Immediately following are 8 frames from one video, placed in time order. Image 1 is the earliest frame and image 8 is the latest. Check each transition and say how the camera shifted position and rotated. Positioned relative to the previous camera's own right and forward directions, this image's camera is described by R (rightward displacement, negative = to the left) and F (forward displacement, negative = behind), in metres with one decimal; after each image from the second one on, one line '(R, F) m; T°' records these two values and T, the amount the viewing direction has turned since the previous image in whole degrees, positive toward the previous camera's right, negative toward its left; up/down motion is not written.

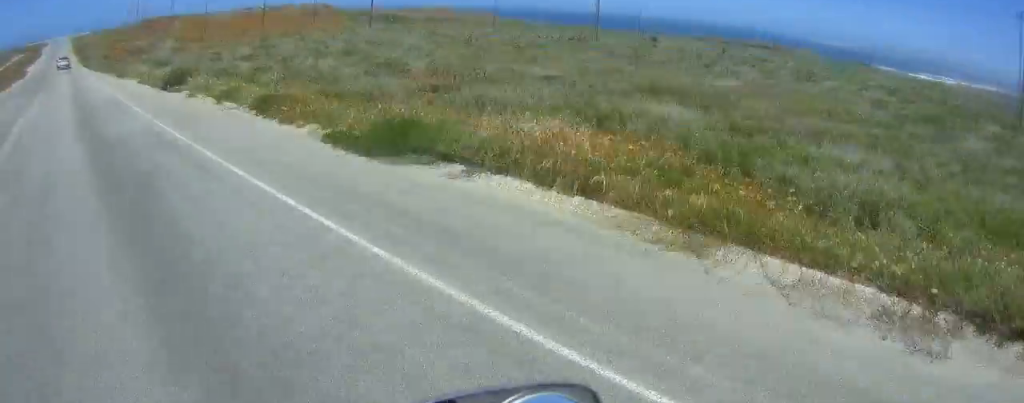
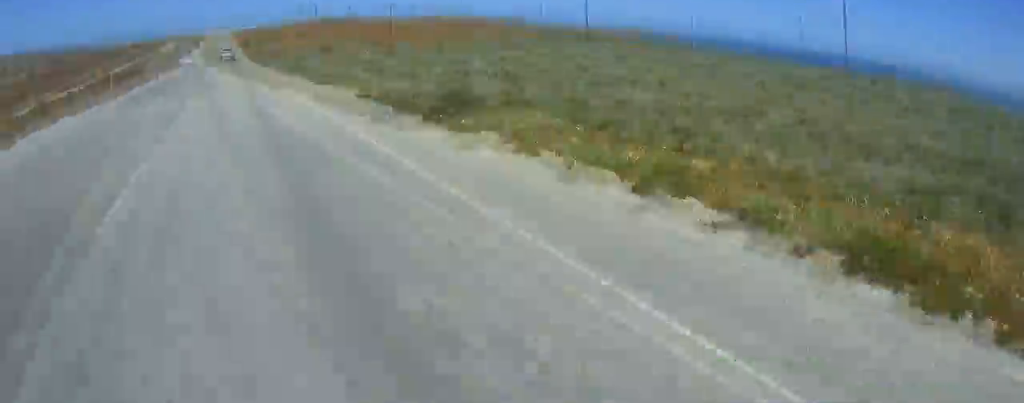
(+0.2, +10.1) m; 0°
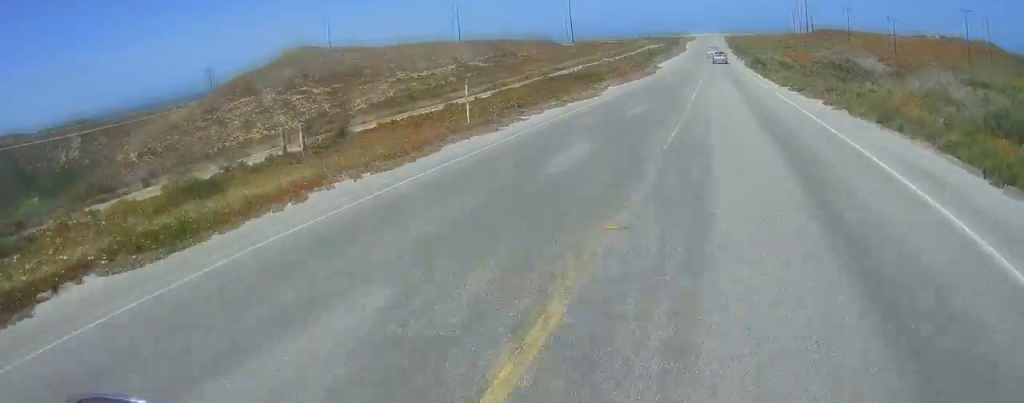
(-0.1, +23.6) m; +1°
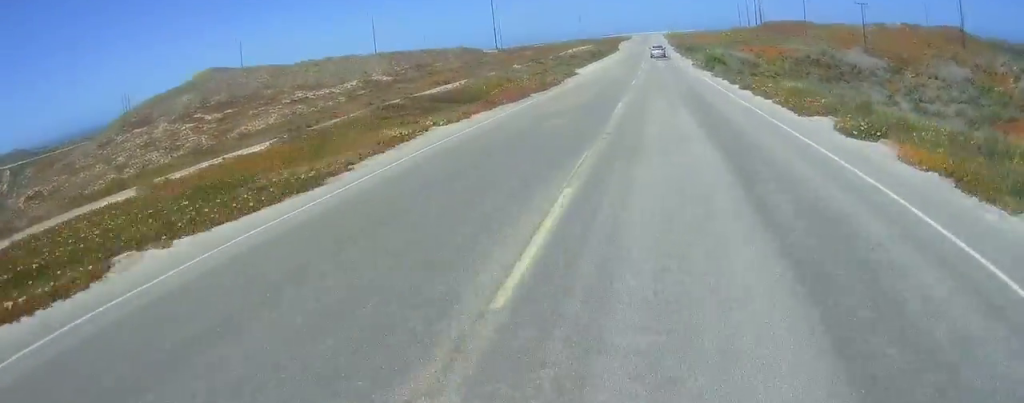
(+0.4, +22.2) m; +1°
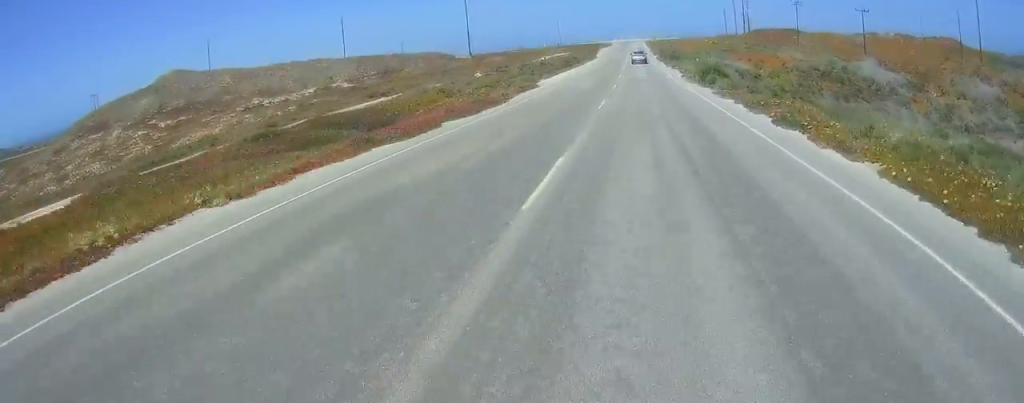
(0.0, +11.4) m; 0°
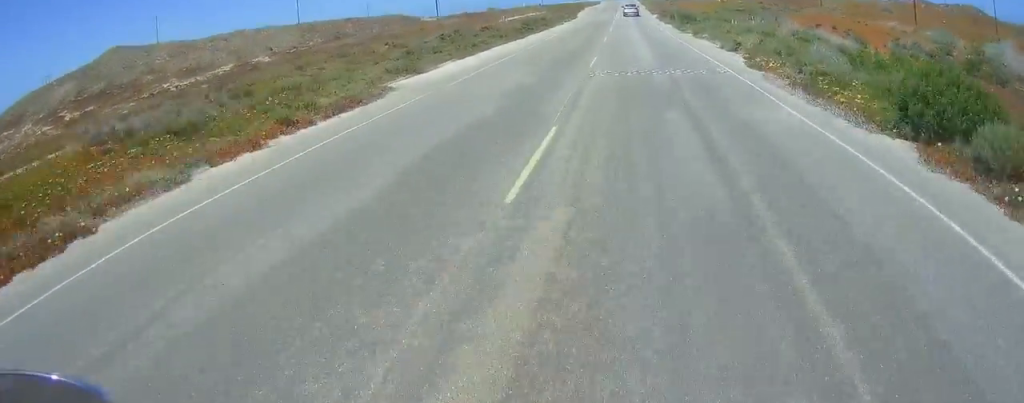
(-0.4, +30.0) m; -1°
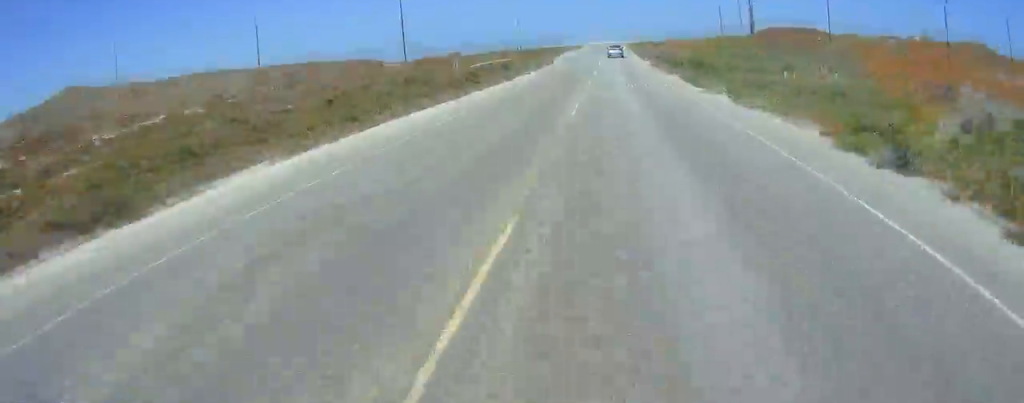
(0.0, +16.6) m; 0°
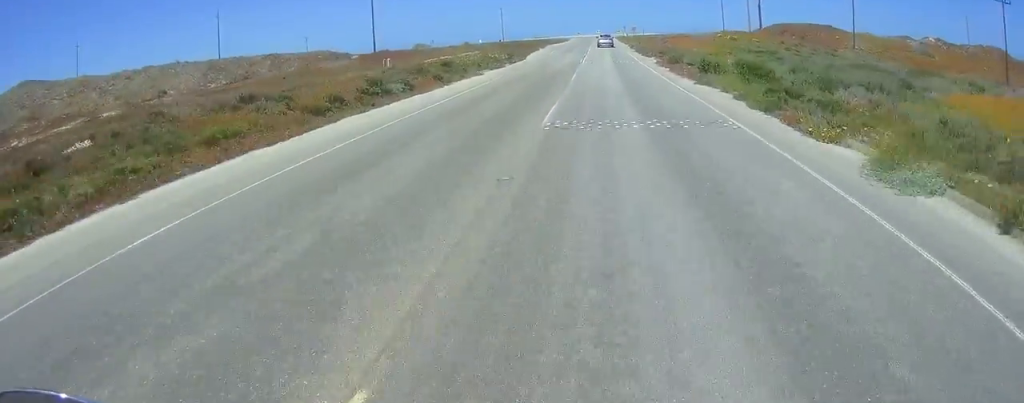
(+0.1, +18.0) m; 0°
